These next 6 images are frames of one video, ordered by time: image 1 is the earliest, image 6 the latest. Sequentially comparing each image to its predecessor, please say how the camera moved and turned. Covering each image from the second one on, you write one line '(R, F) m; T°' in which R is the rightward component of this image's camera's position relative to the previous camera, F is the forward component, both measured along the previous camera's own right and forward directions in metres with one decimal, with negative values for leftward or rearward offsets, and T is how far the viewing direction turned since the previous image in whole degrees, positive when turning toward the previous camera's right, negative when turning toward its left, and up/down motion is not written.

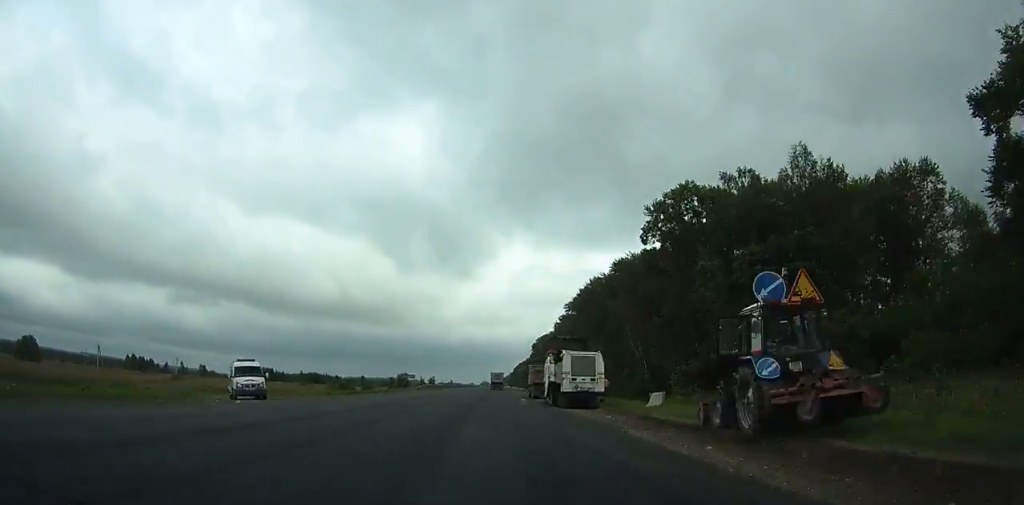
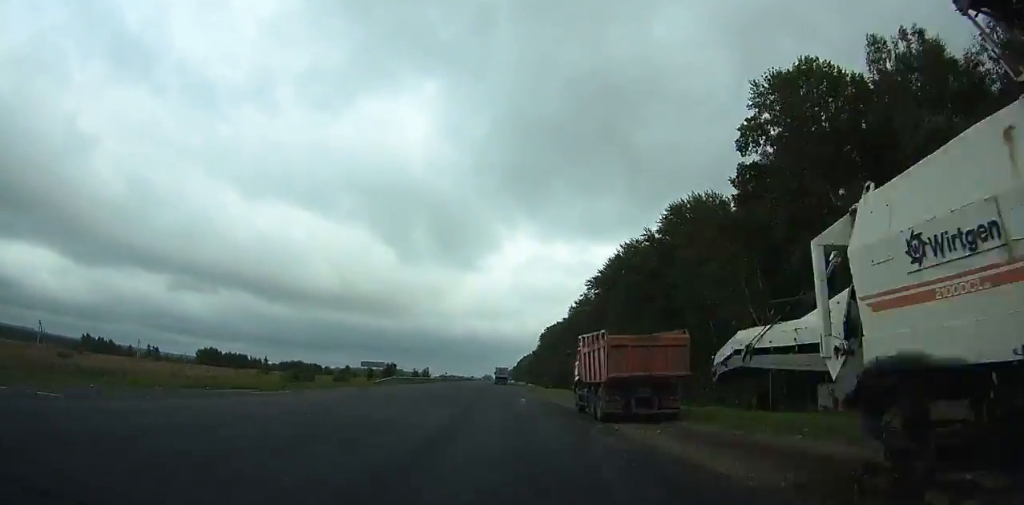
(+0.1, +31.4) m; 0°
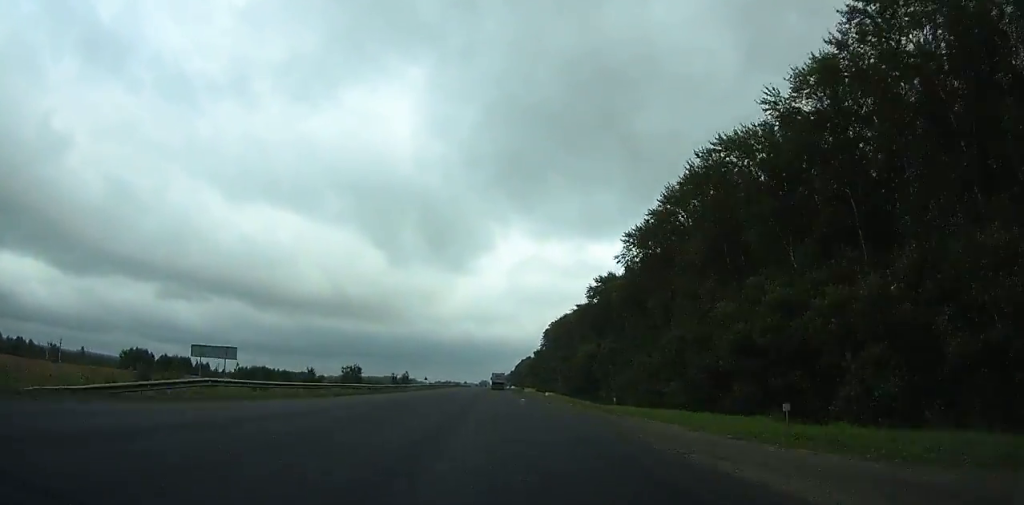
(0.0, +42.7) m; 0°
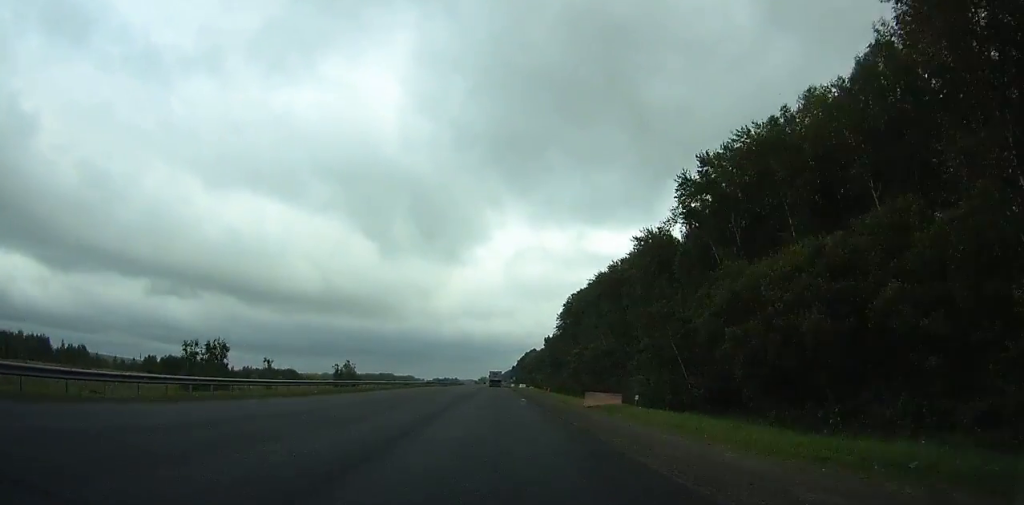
(-0.3, +67.8) m; 0°
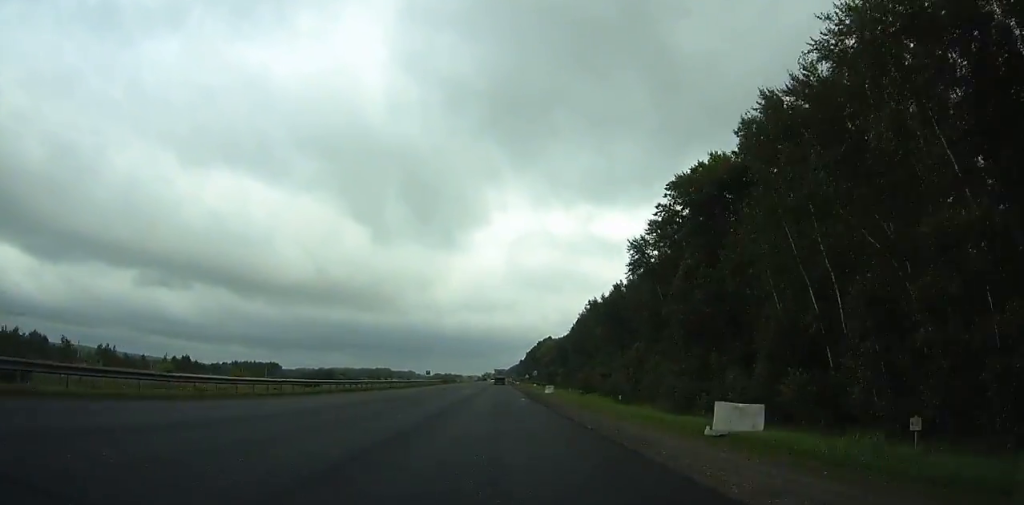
(-0.6, +96.0) m; -1°
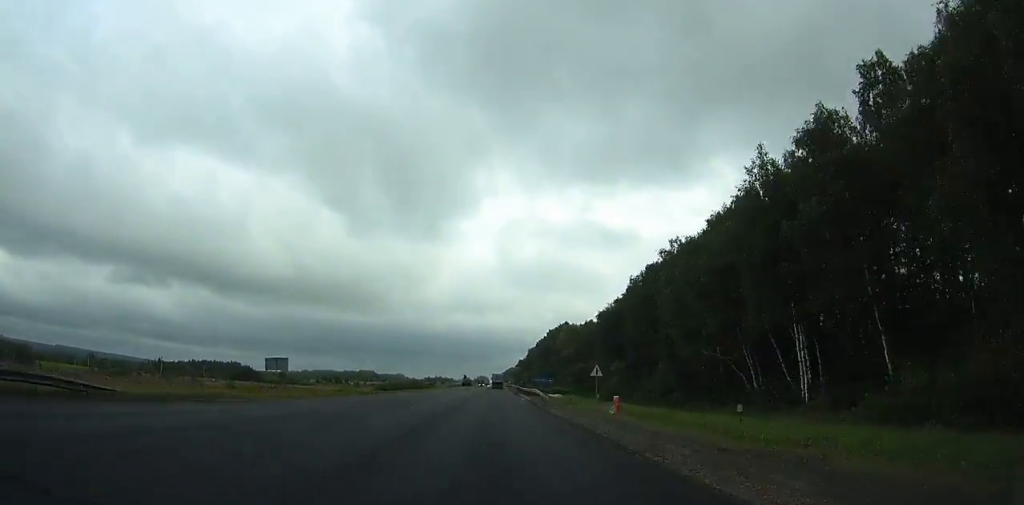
(+0.4, +110.9) m; +1°
